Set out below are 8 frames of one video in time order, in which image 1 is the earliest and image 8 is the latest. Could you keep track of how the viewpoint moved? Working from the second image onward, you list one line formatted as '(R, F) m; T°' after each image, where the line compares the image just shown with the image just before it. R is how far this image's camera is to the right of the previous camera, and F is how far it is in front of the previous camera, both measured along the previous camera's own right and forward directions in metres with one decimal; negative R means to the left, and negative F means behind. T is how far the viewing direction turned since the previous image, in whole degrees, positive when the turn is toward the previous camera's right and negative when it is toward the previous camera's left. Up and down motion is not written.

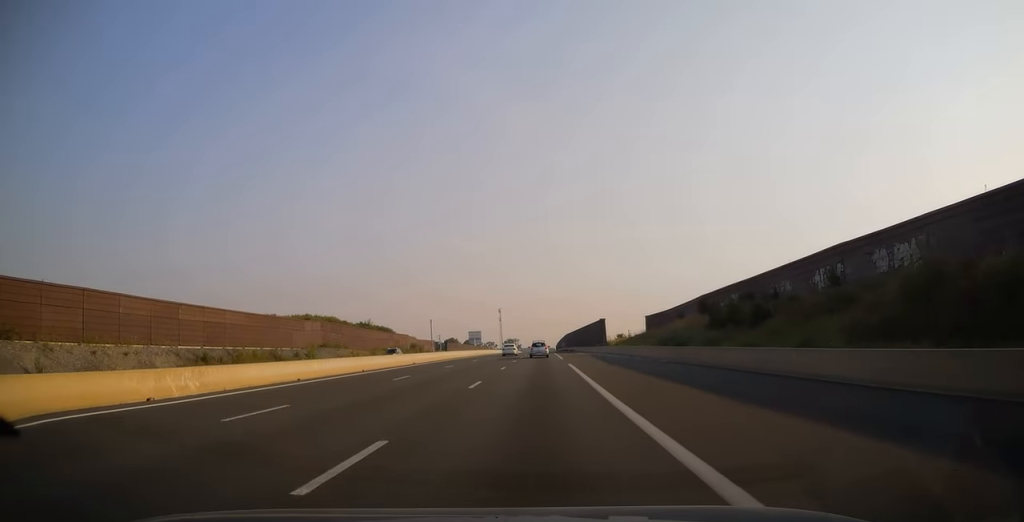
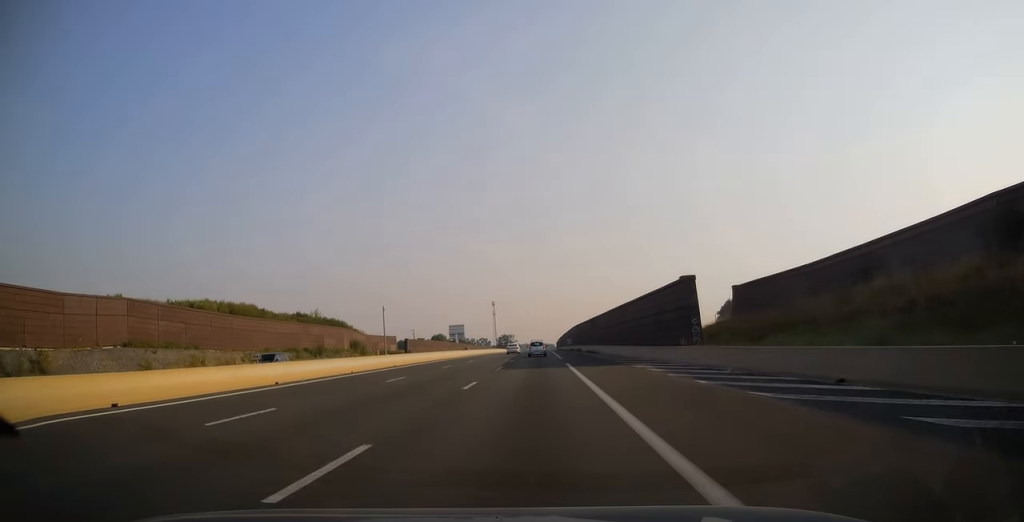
(+0.1, +51.5) m; 0°
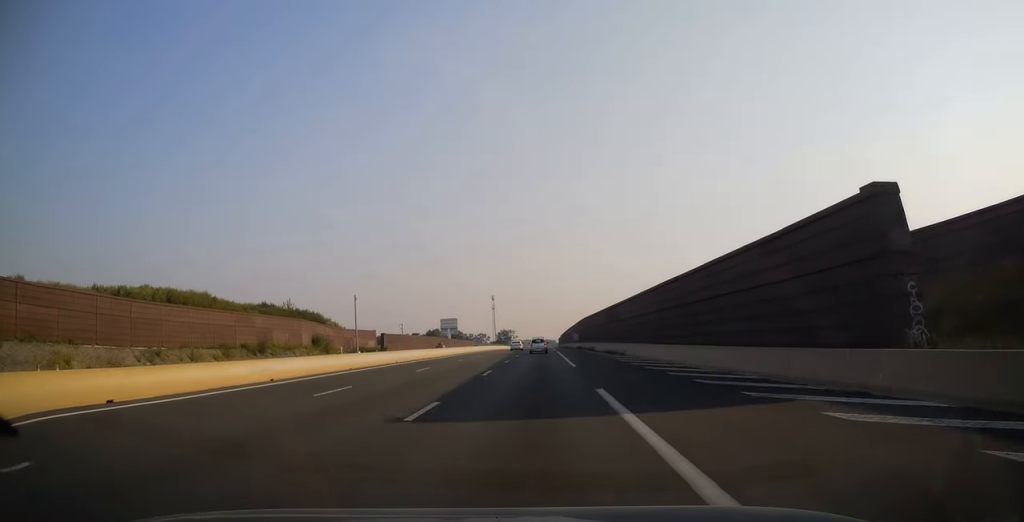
(0.0, +20.3) m; 0°
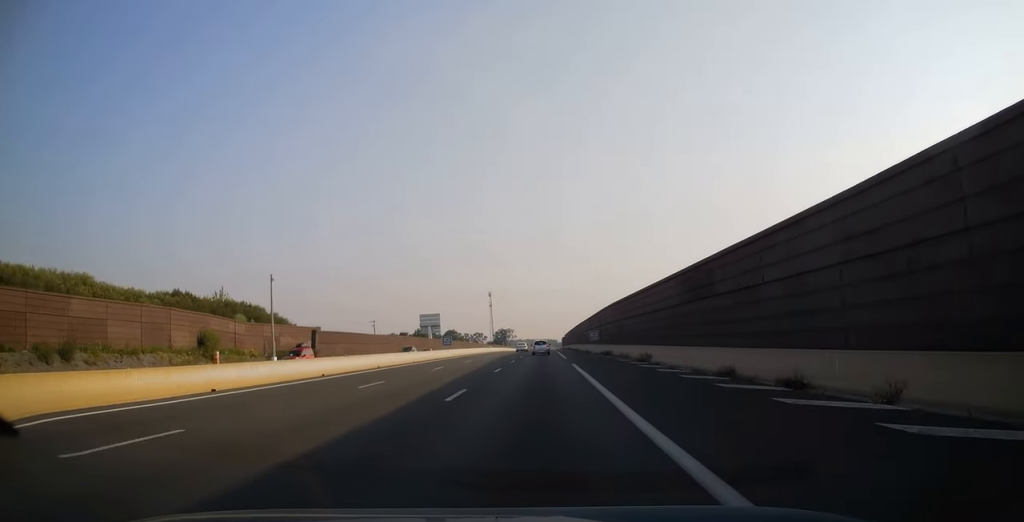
(0.0, +34.7) m; 0°
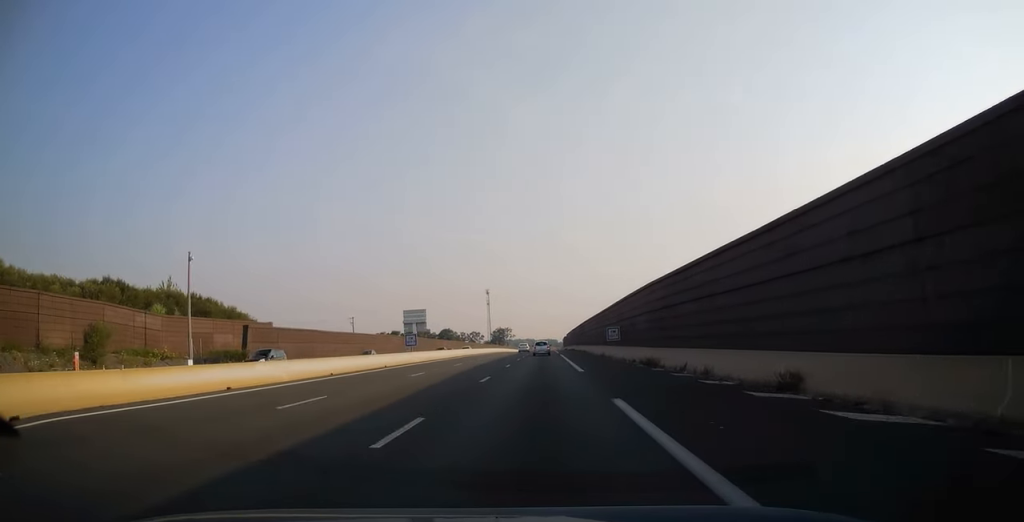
(0.0, +18.9) m; 0°
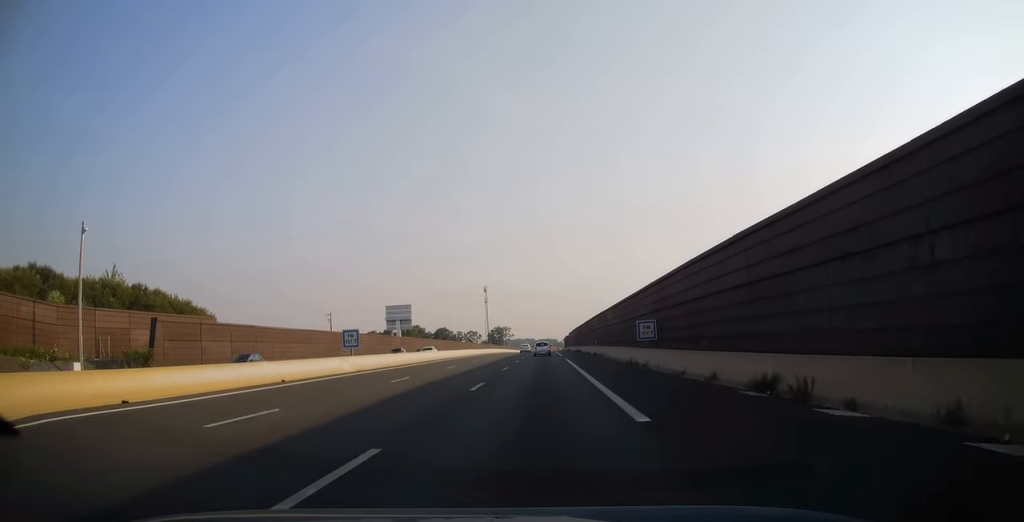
(0.0, +15.9) m; 0°
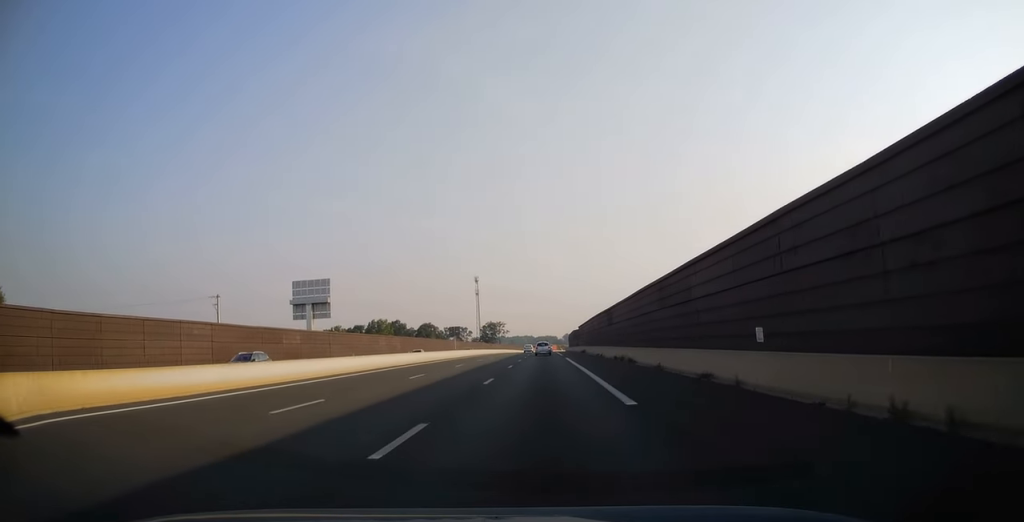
(0.0, +48.7) m; 0°
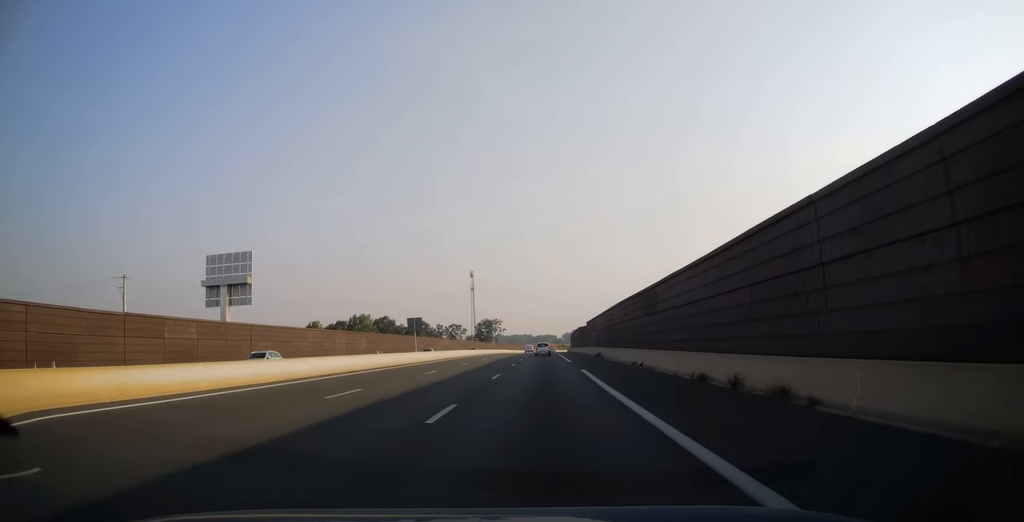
(0.0, +22.4) m; 0°
